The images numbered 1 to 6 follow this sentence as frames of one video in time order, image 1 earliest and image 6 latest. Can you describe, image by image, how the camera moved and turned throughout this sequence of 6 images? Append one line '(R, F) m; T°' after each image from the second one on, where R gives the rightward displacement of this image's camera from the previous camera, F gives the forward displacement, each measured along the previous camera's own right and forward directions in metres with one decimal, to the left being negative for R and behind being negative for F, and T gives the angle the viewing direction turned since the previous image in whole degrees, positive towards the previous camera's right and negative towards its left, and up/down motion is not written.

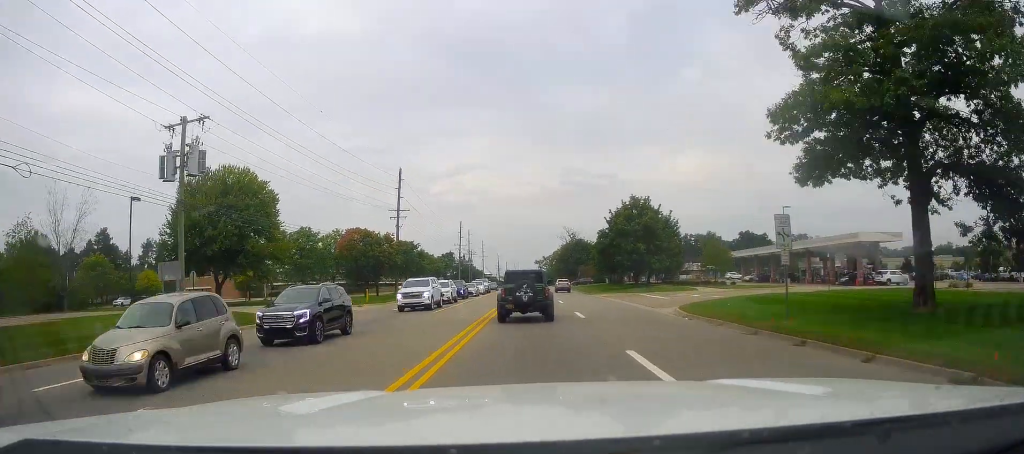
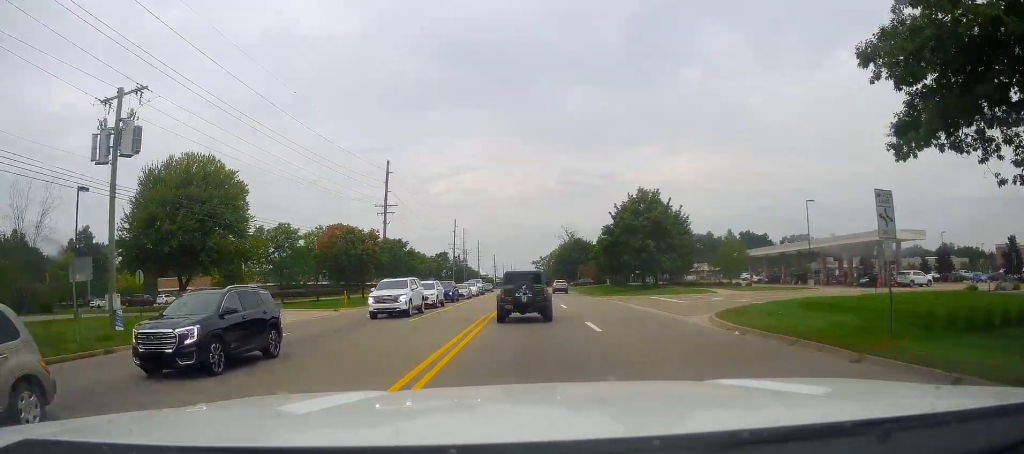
(-0.2, +4.5) m; +1°
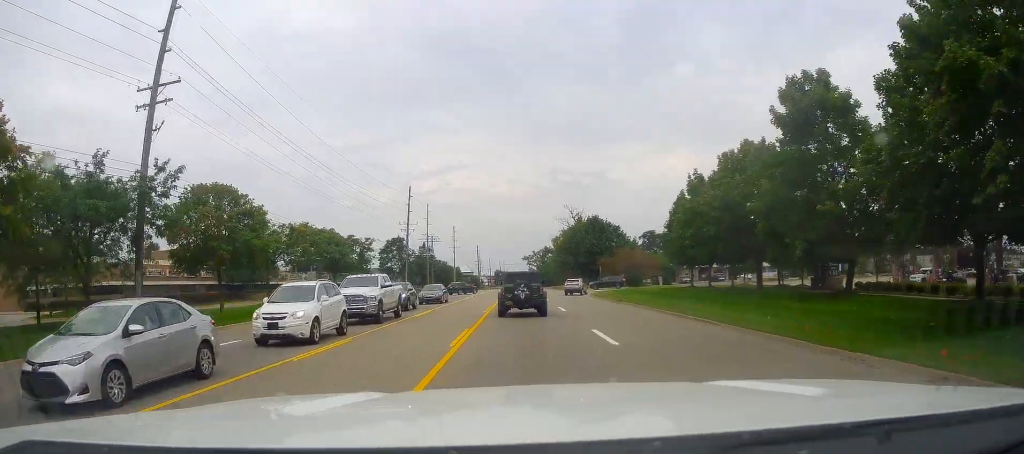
(+1.6, +45.0) m; +1°
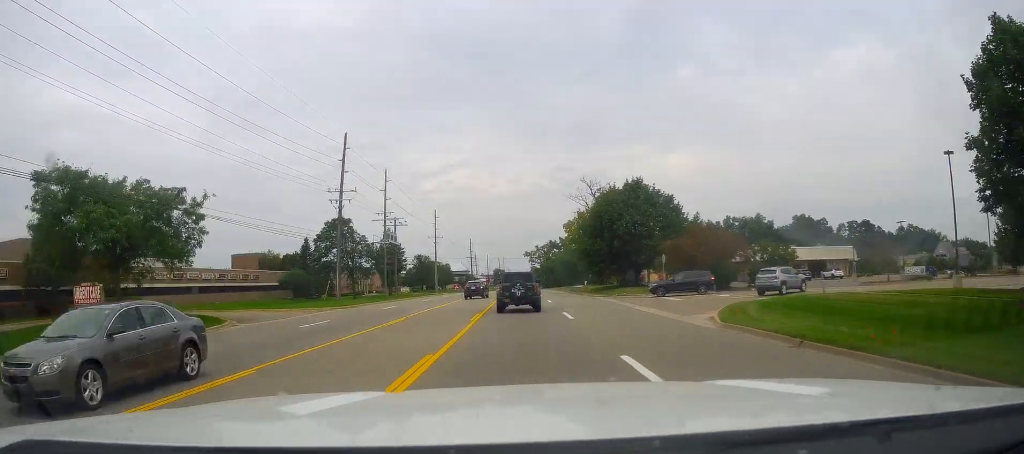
(+0.3, +36.3) m; +2°
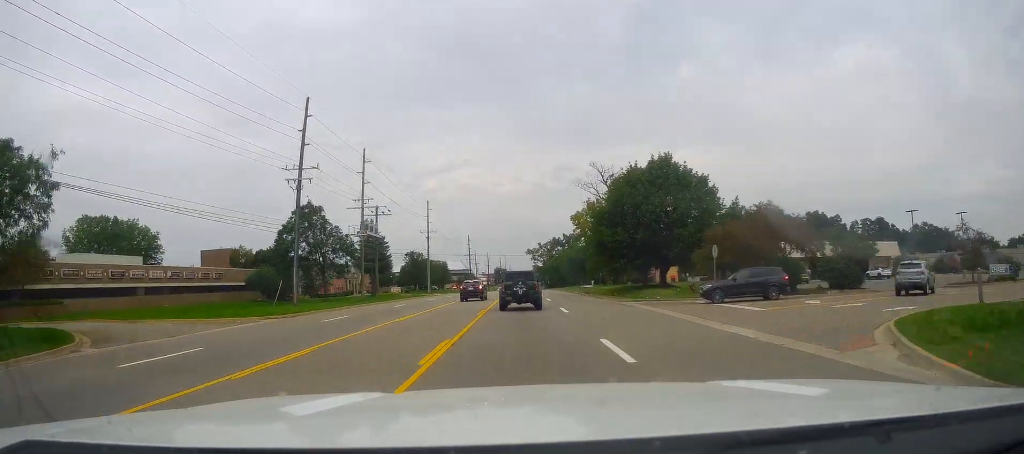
(+0.1, +12.0) m; -1°
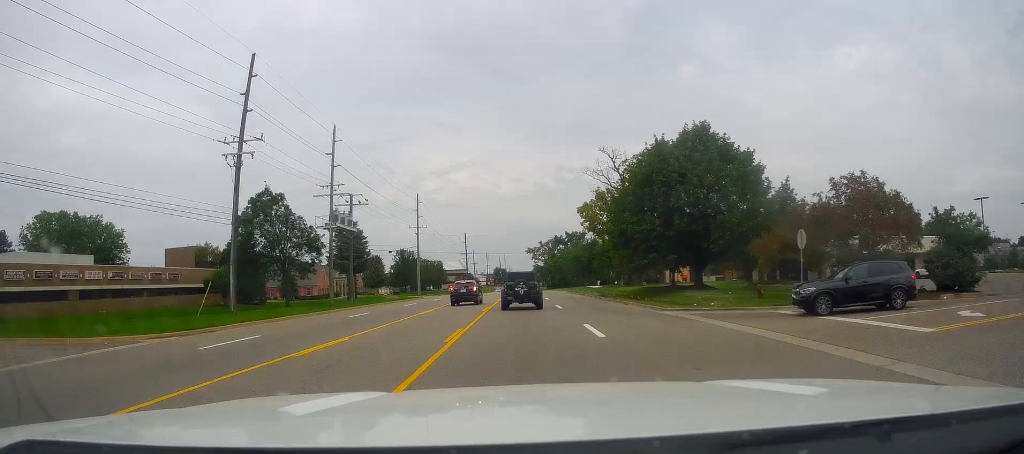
(+0.1, +11.1) m; -1°
